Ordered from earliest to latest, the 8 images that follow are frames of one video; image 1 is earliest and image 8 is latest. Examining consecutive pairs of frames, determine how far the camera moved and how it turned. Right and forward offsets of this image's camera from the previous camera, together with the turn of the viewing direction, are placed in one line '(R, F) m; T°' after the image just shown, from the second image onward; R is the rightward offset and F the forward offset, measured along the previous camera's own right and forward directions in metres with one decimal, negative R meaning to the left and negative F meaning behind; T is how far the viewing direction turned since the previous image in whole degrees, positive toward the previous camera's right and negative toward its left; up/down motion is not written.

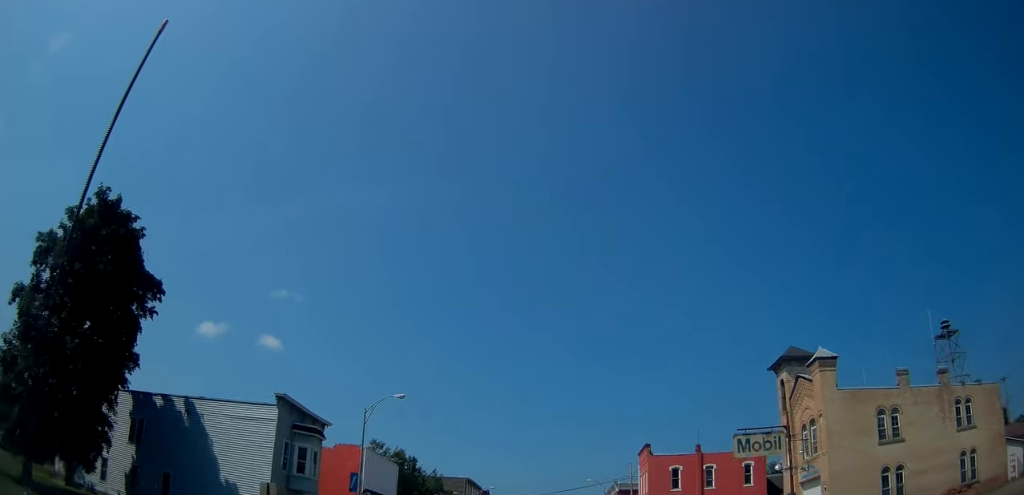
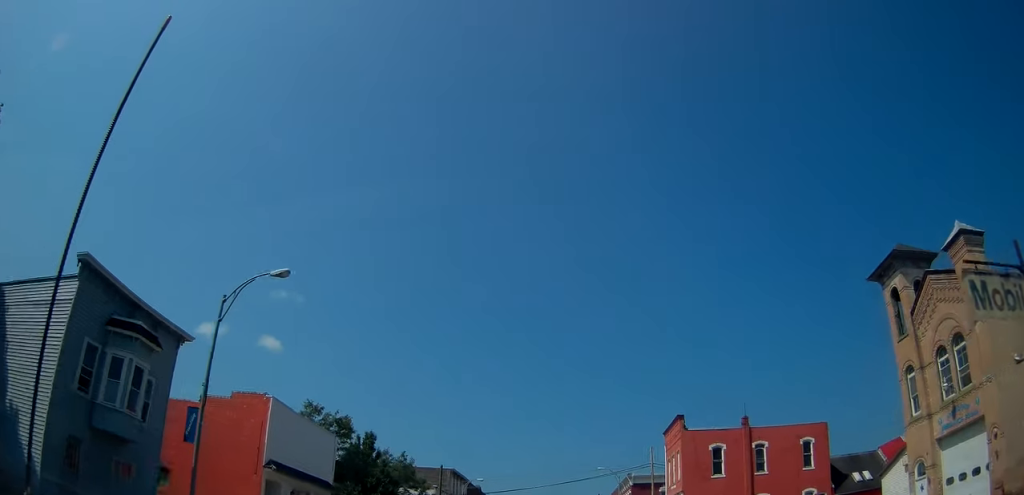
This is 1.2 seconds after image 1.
(-0.6, +16.7) m; -2°
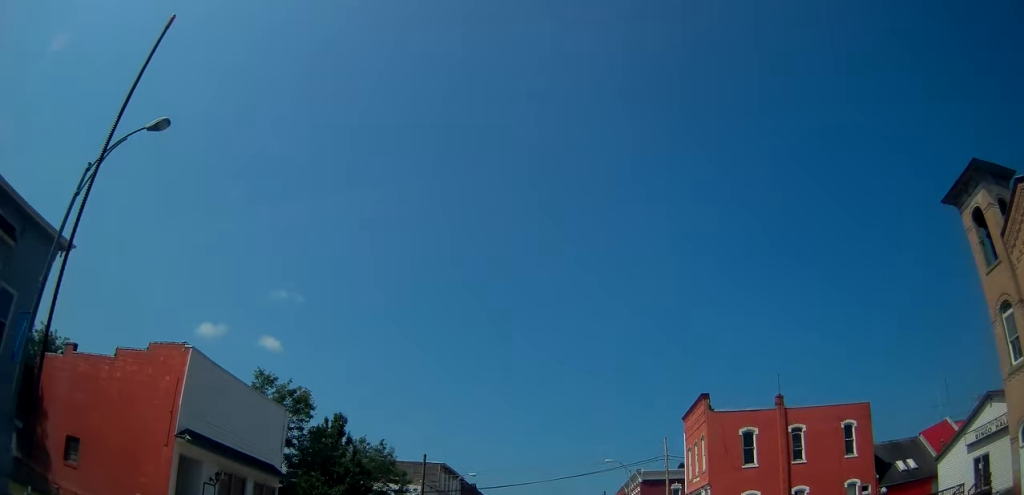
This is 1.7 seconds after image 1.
(+0.1, +7.9) m; 0°
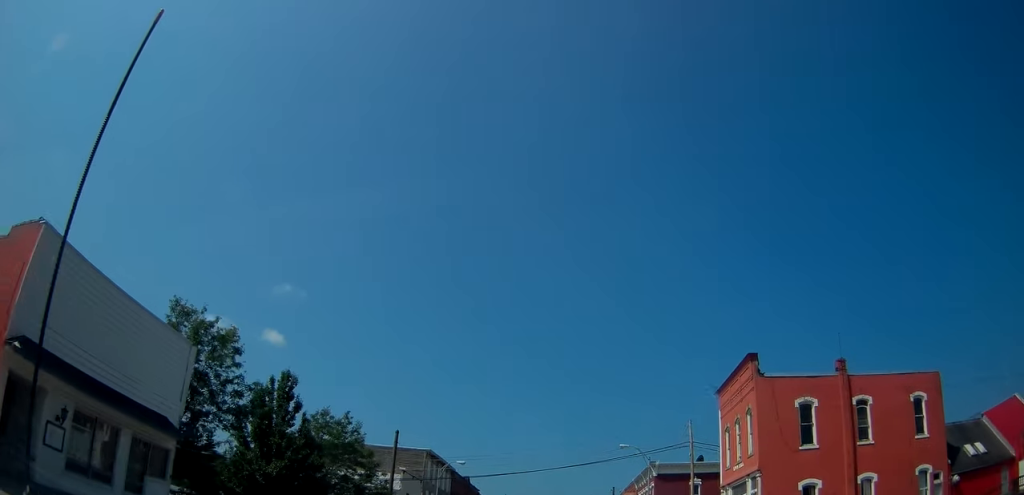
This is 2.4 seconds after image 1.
(+0.2, +9.6) m; +1°
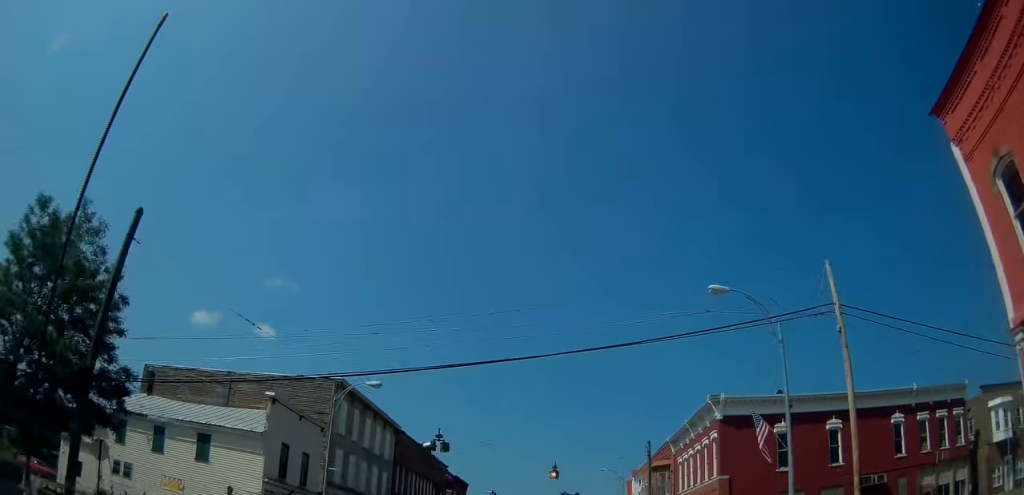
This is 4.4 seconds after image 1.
(+0.7, +27.0) m; +2°
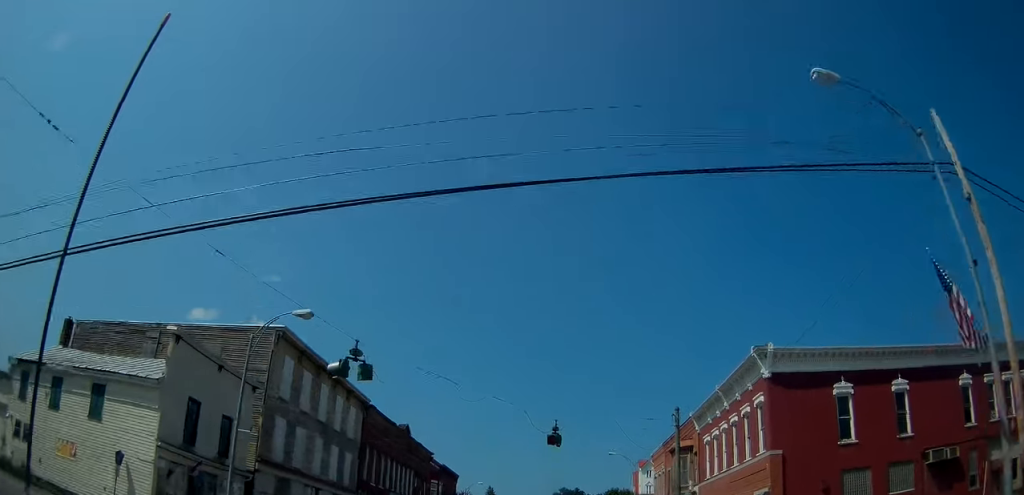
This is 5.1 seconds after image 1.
(-0.2, +9.4) m; -1°
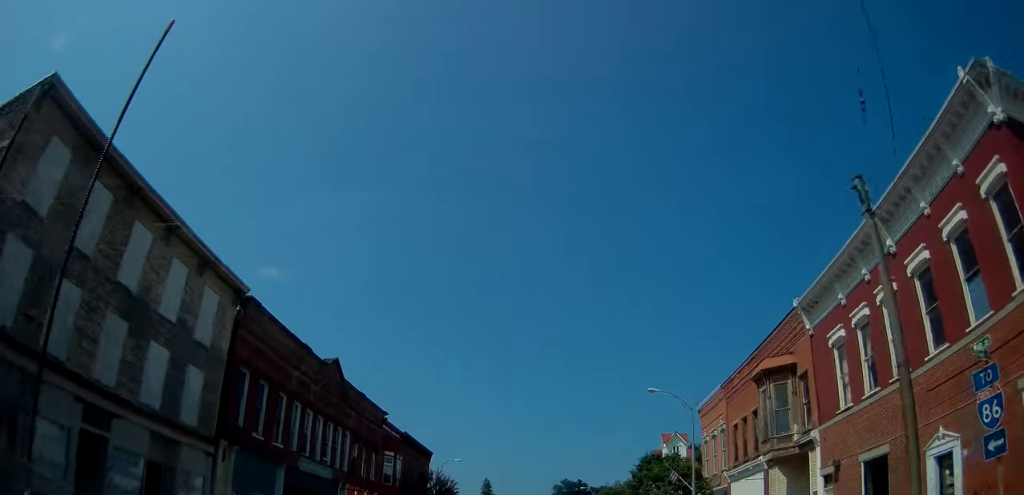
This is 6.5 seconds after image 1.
(-0.2, +19.9) m; 0°
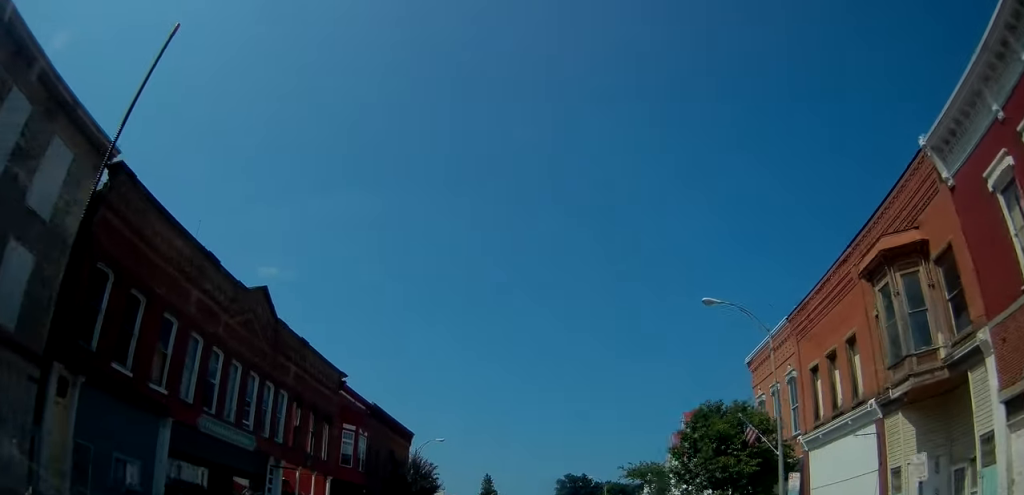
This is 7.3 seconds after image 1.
(0.0, +11.2) m; 0°
